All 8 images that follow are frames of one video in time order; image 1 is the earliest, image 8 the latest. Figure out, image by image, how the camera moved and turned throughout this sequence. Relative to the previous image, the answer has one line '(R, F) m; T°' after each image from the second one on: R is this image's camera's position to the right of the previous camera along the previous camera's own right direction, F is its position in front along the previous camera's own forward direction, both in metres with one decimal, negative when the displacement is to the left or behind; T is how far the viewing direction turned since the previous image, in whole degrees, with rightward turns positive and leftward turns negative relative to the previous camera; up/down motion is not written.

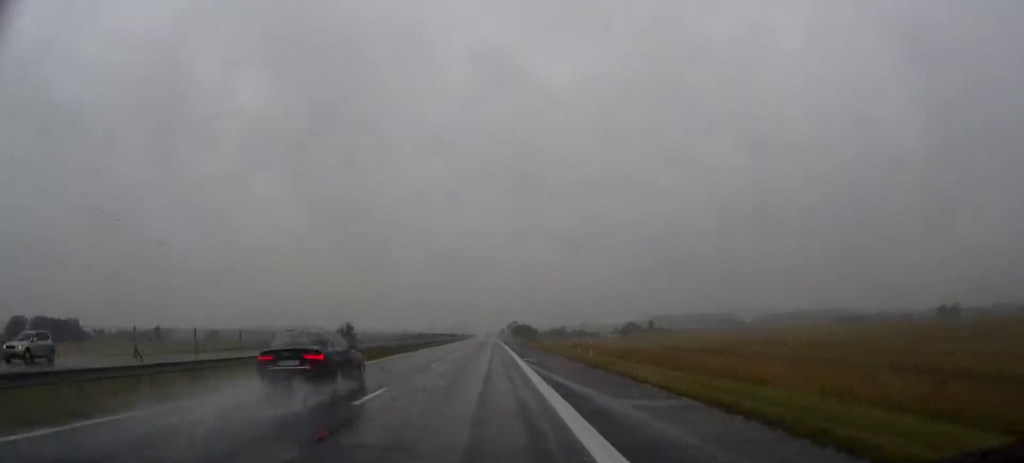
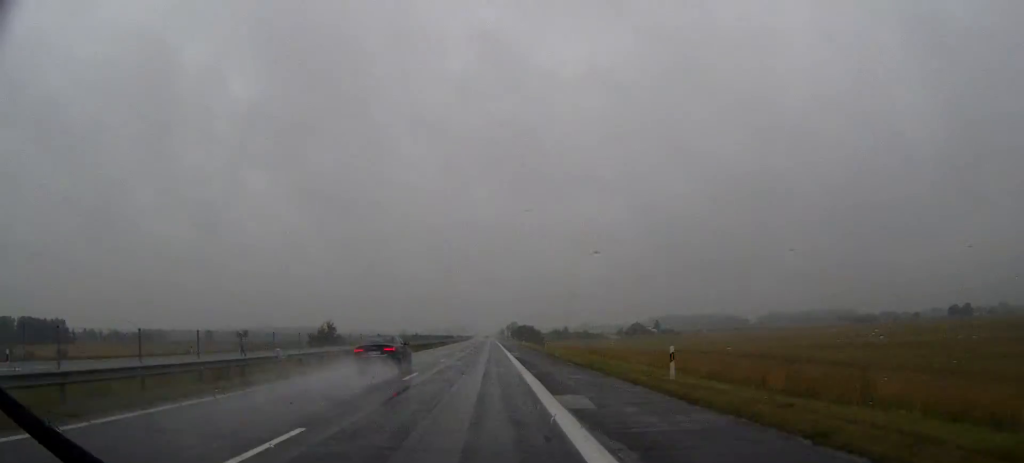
(0.0, +23.5) m; 0°
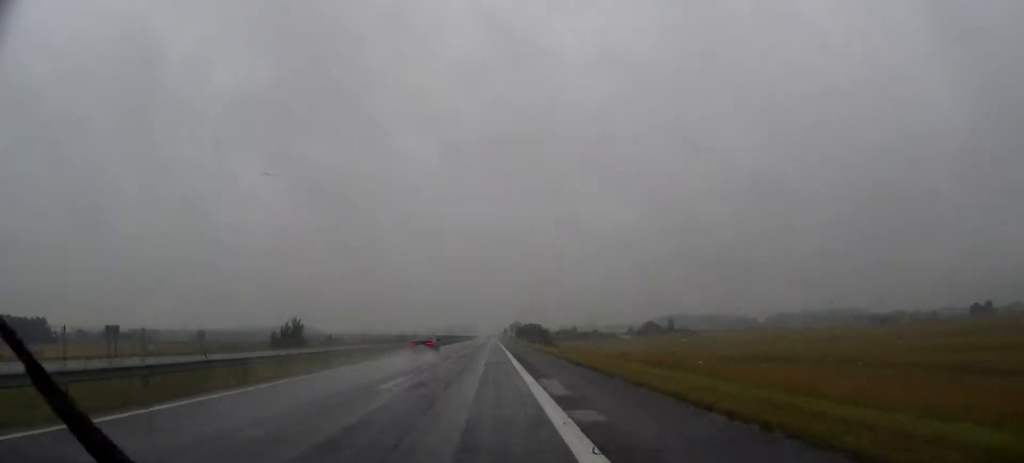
(0.0, +35.7) m; 0°
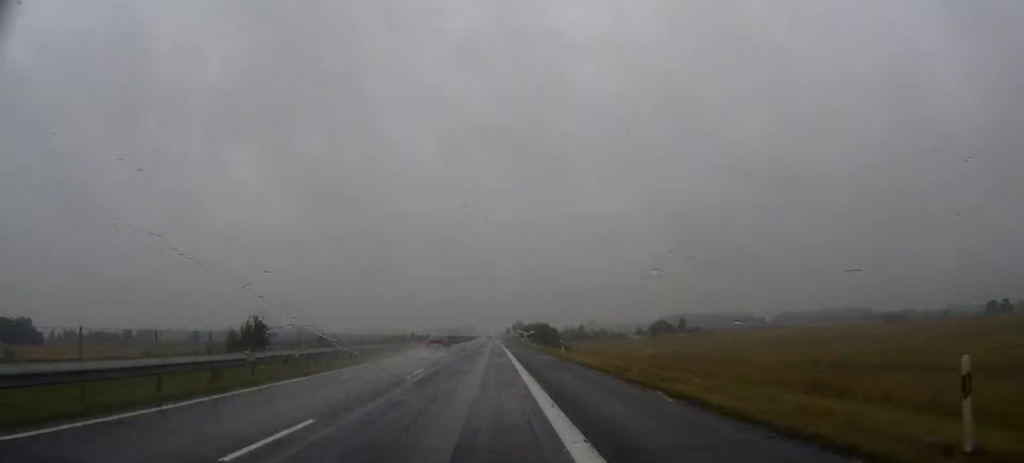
(0.0, +27.2) m; 0°
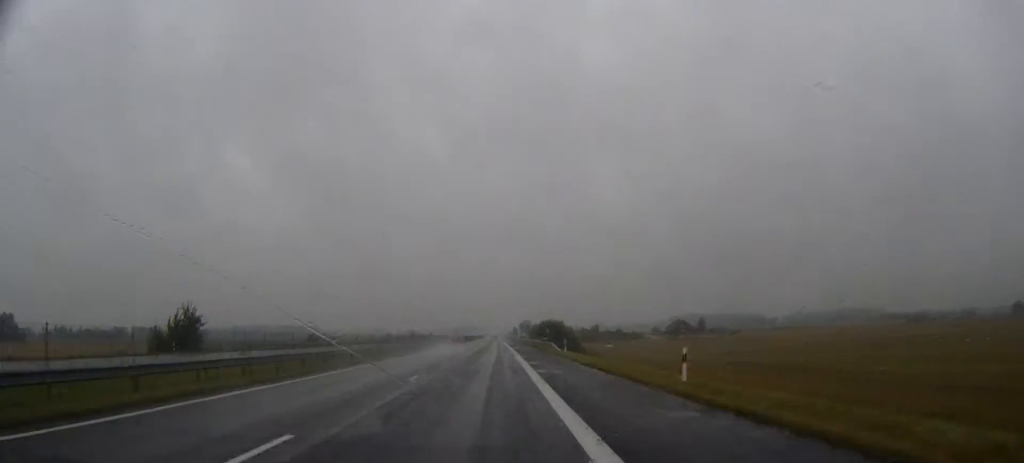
(-0.1, +33.8) m; 0°
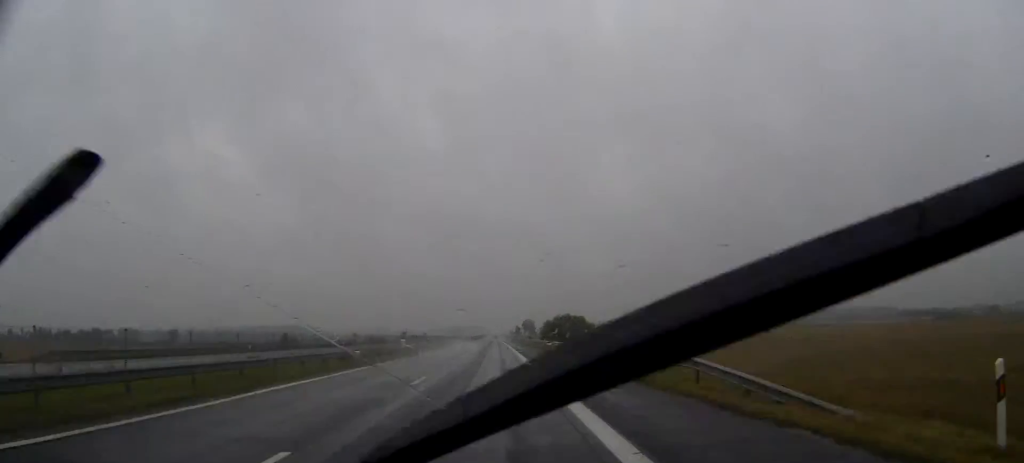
(-0.1, +48.9) m; 0°
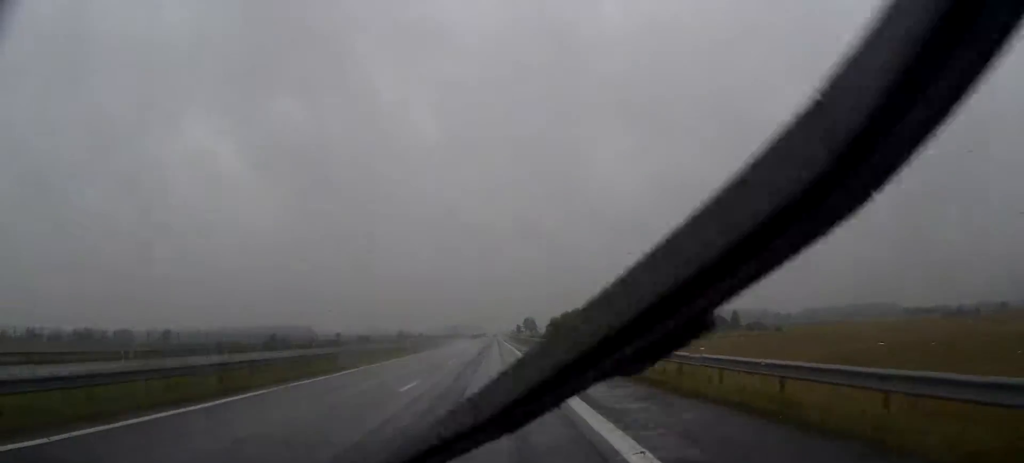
(0.0, +17.8) m; 0°
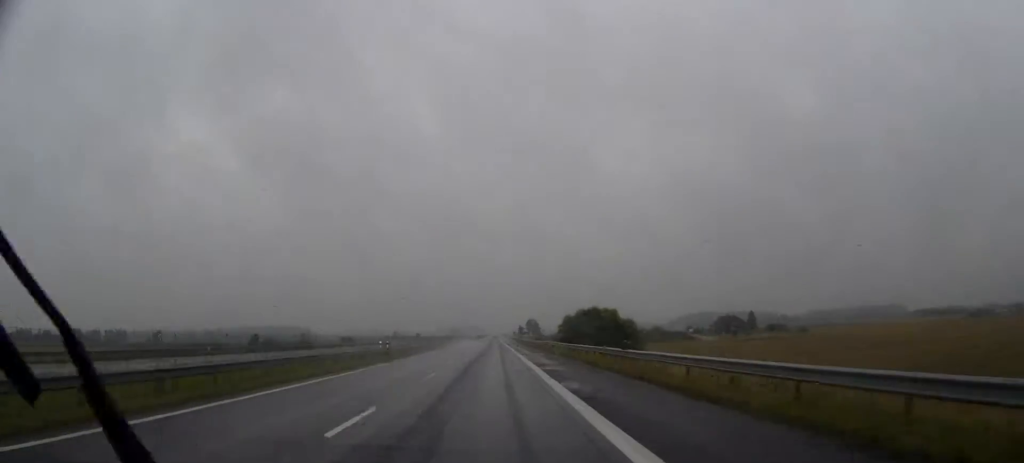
(0.0, +24.4) m; 0°
